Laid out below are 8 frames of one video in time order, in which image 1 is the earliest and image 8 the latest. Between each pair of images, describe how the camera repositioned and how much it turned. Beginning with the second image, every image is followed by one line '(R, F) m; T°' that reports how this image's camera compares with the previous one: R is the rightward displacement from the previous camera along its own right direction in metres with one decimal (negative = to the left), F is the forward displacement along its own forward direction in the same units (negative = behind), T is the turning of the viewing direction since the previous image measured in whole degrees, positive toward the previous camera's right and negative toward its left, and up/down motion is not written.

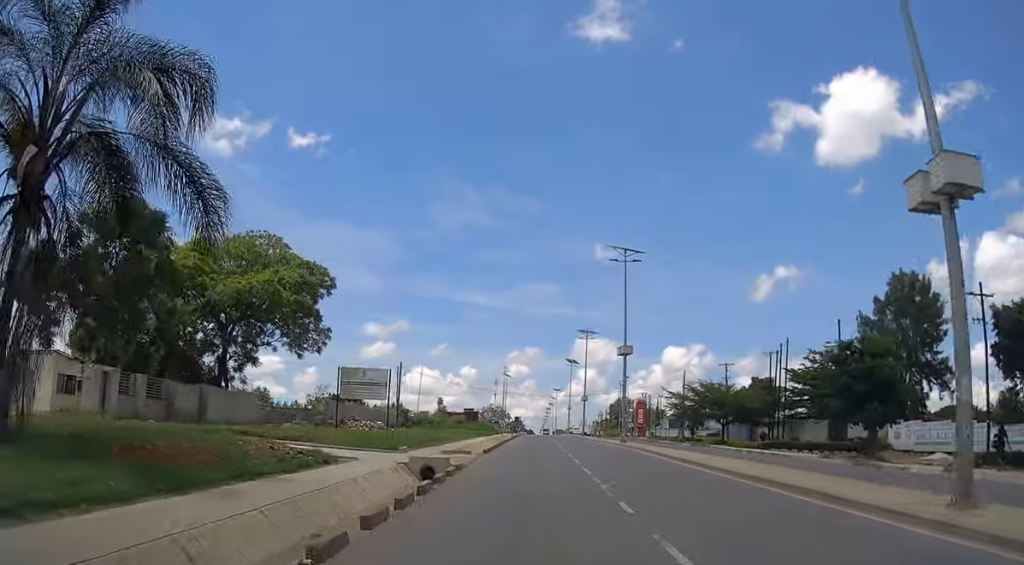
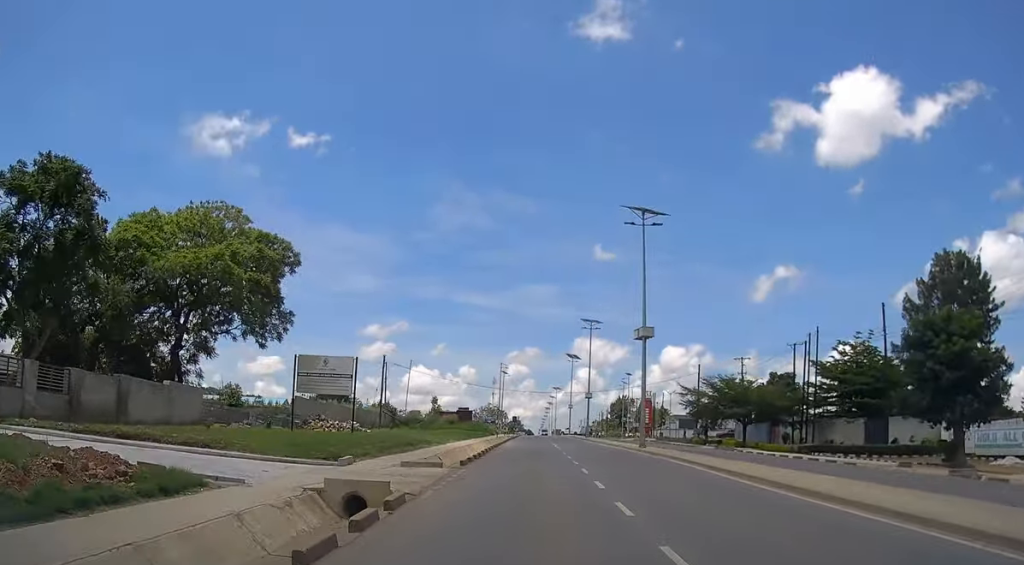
(+0.1, +8.4) m; 0°
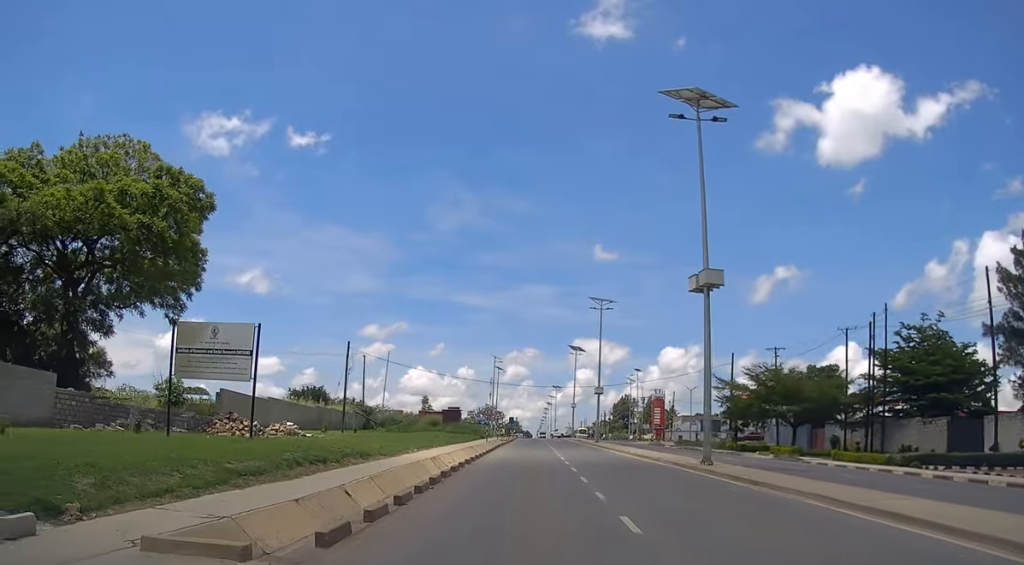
(+0.1, +13.5) m; 0°
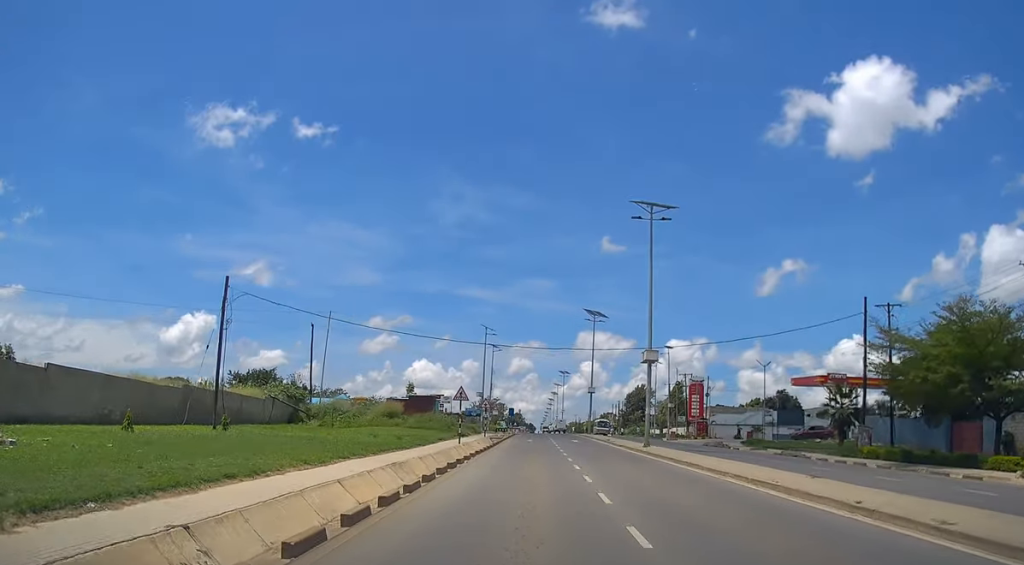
(0.0, +25.3) m; 0°
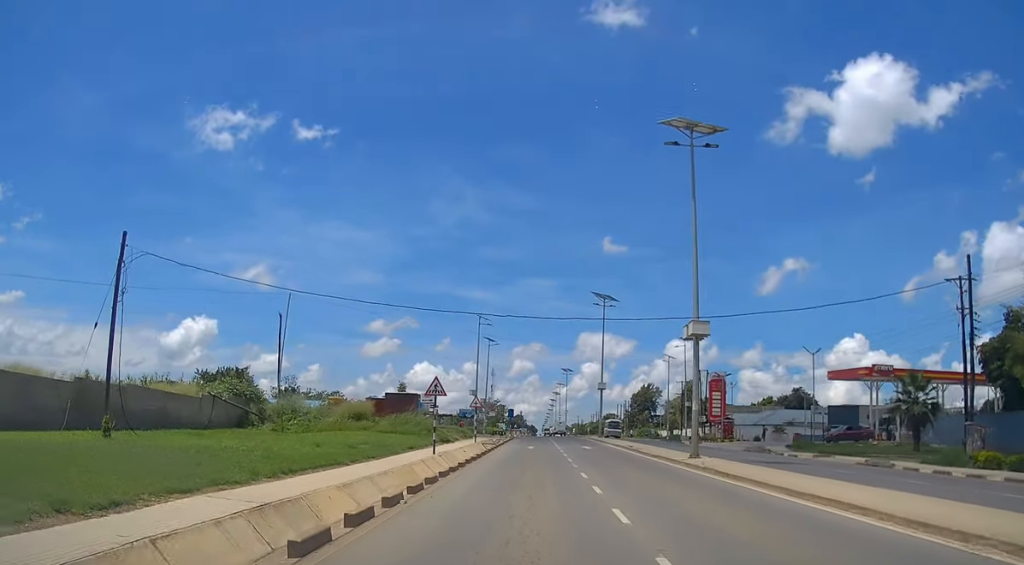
(0.0, +10.0) m; 0°
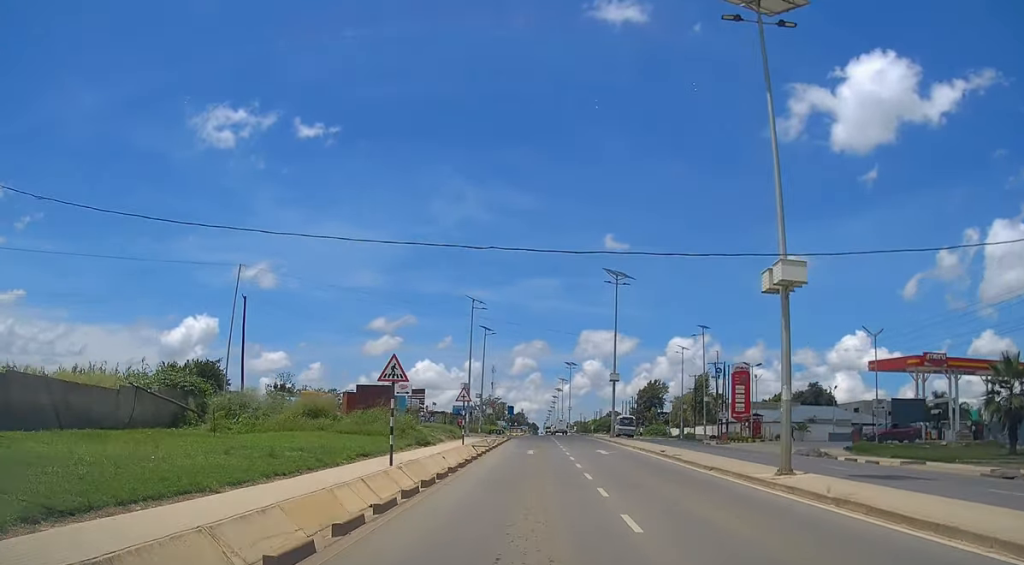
(0.0, +8.8) m; 0°
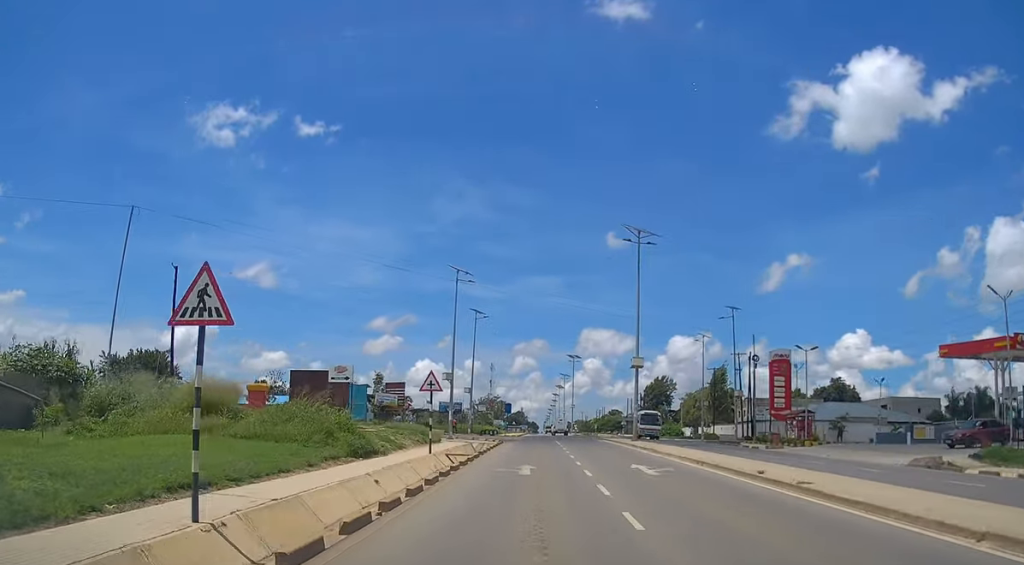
(0.0, +12.0) m; 0°
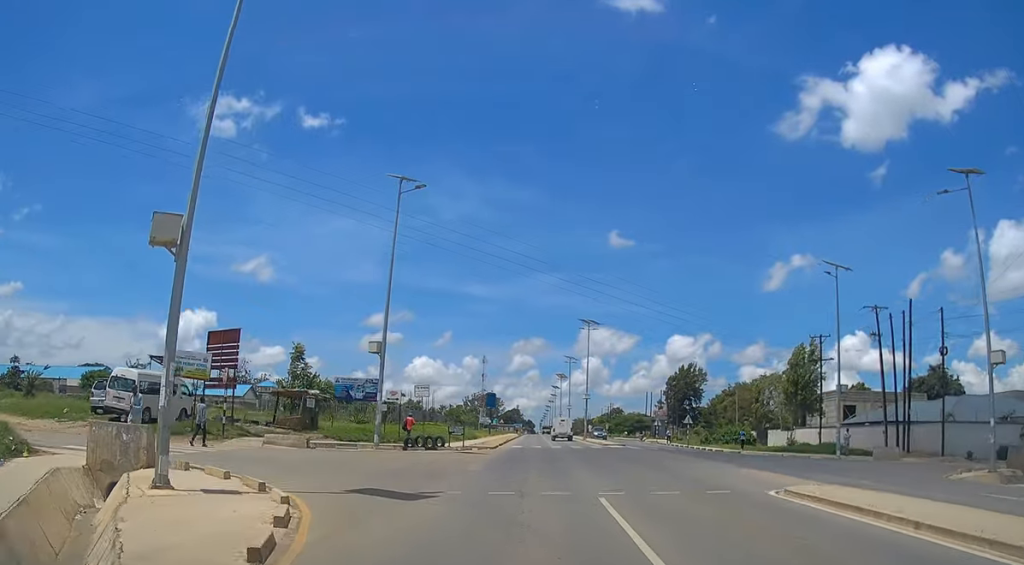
(+0.3, +38.2) m; 0°
